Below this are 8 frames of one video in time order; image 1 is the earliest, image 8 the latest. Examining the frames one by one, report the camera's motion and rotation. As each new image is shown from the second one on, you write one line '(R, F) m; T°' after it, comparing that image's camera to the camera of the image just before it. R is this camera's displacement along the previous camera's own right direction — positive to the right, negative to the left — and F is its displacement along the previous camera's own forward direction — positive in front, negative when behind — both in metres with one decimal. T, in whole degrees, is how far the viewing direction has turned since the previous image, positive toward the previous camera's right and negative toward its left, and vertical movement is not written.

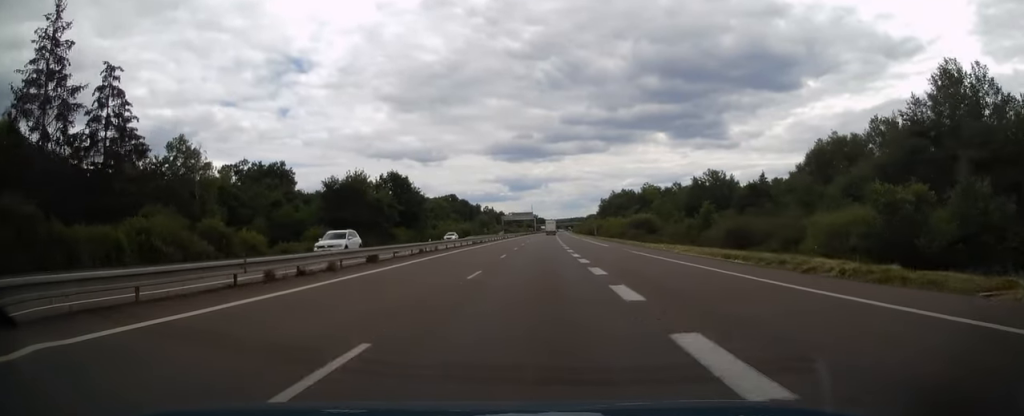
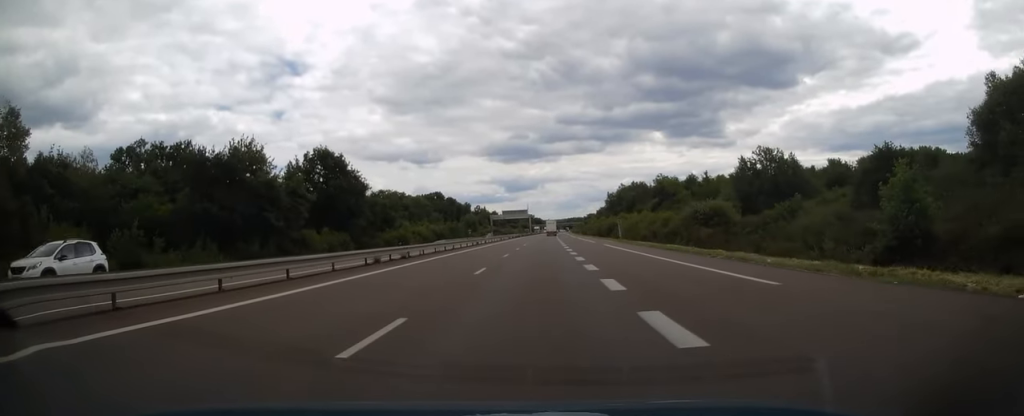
(+0.1, +36.6) m; 0°
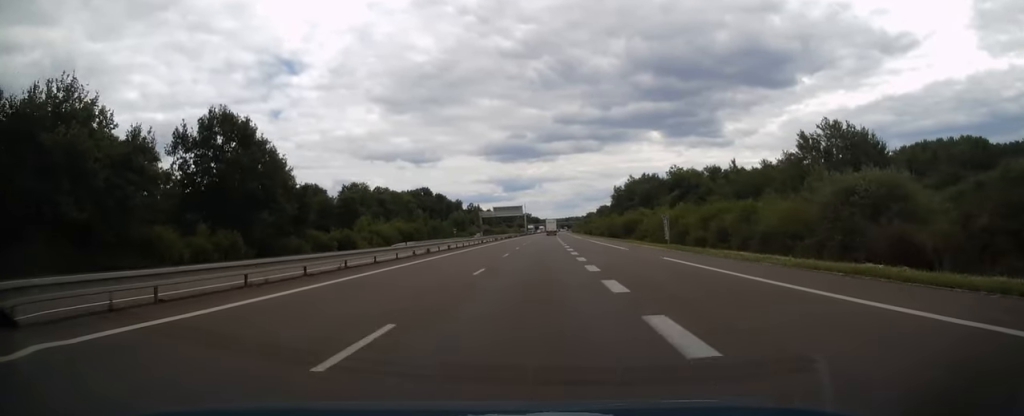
(+0.1, +26.5) m; 0°
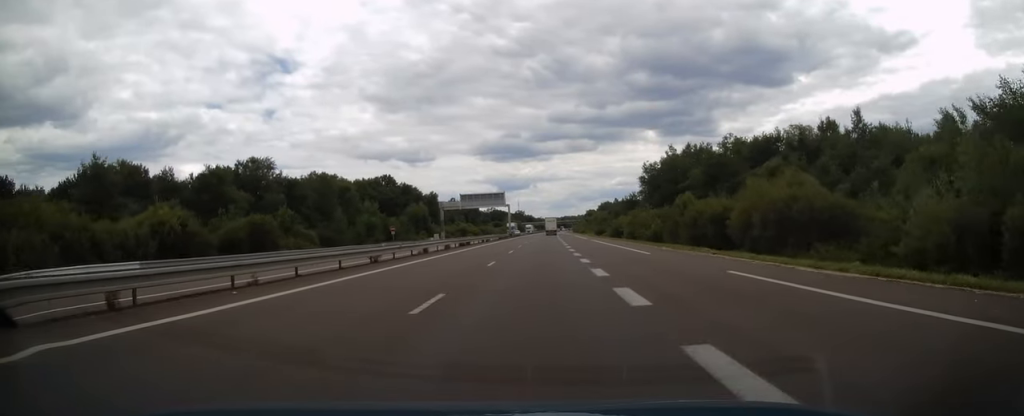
(+0.3, +60.7) m; +1°
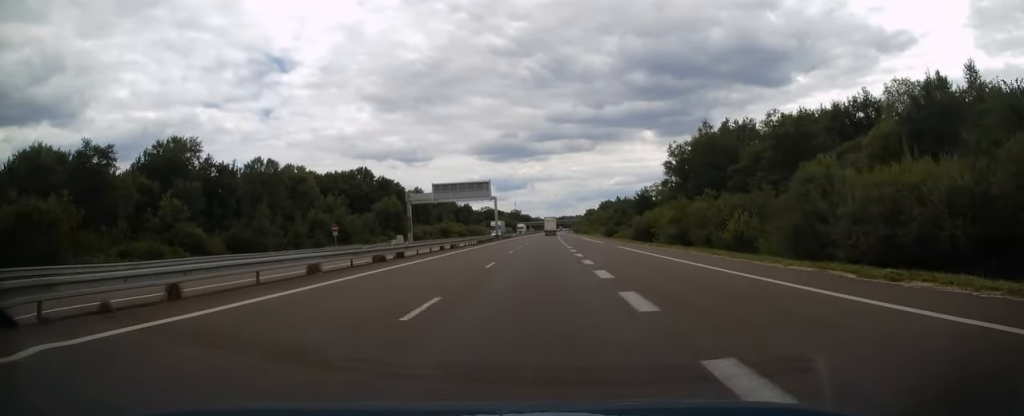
(0.0, +26.6) m; 0°
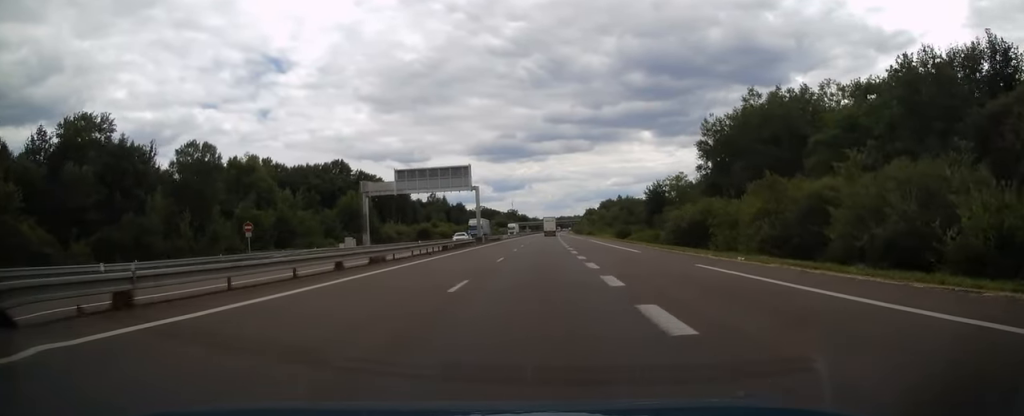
(0.0, +21.6) m; 0°
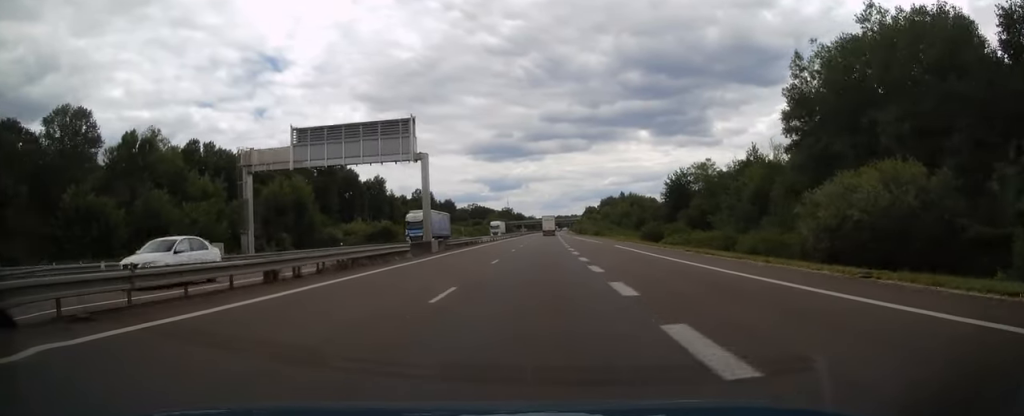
(0.0, +28.1) m; 0°
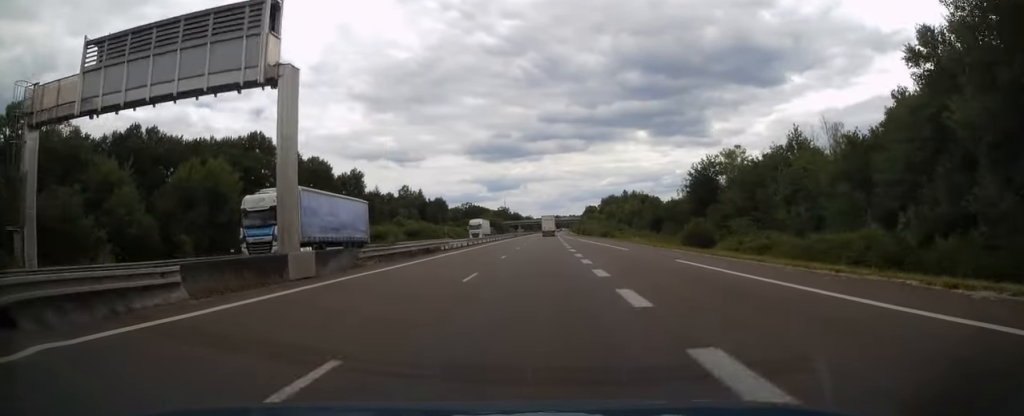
(0.0, +21.1) m; 0°
